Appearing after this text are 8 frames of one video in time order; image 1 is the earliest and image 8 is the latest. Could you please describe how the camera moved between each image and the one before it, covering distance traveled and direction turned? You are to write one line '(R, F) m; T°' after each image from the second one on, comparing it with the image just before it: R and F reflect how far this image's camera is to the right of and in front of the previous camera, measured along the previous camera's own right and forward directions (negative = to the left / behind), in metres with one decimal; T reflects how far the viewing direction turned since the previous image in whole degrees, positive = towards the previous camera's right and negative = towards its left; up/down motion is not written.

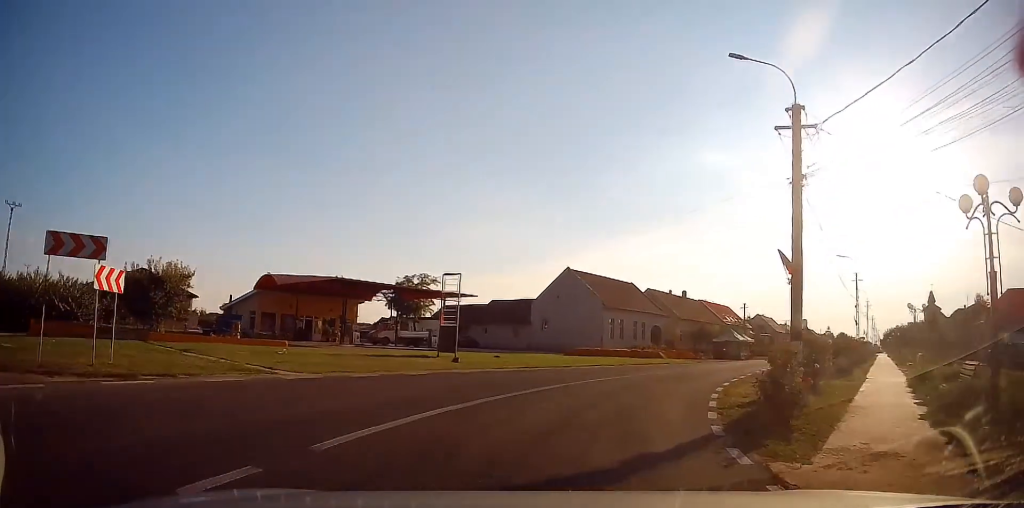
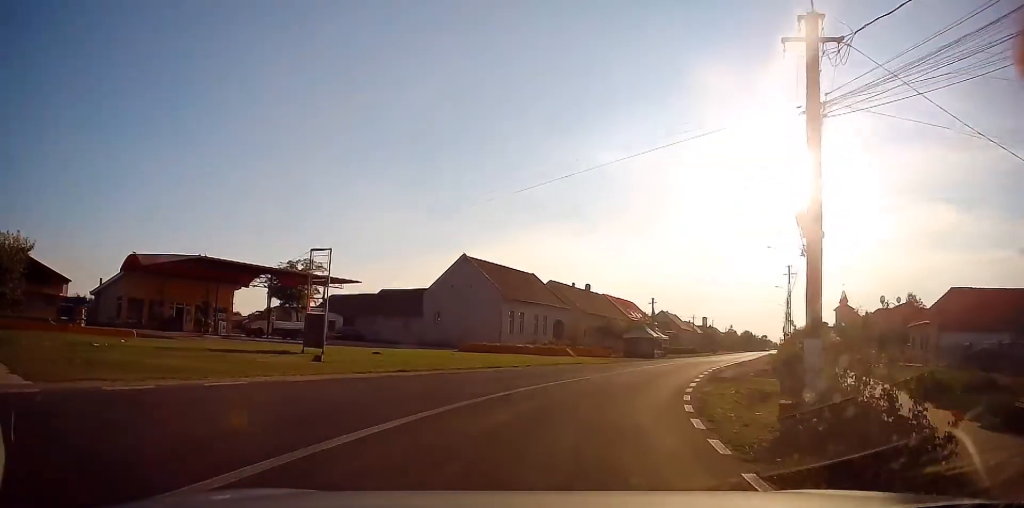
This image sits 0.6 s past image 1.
(+0.8, +5.6) m; +11°
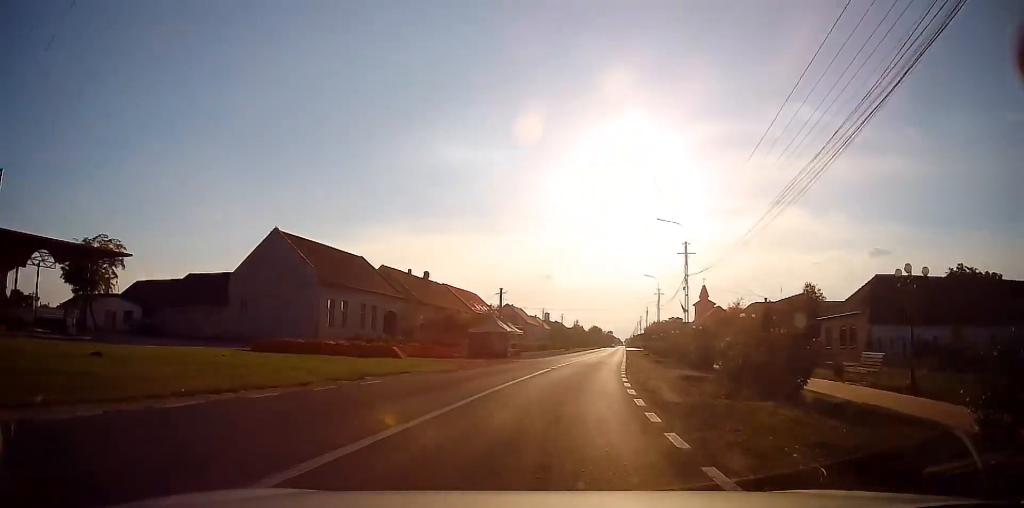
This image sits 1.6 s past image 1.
(+1.6, +10.1) m; +14°
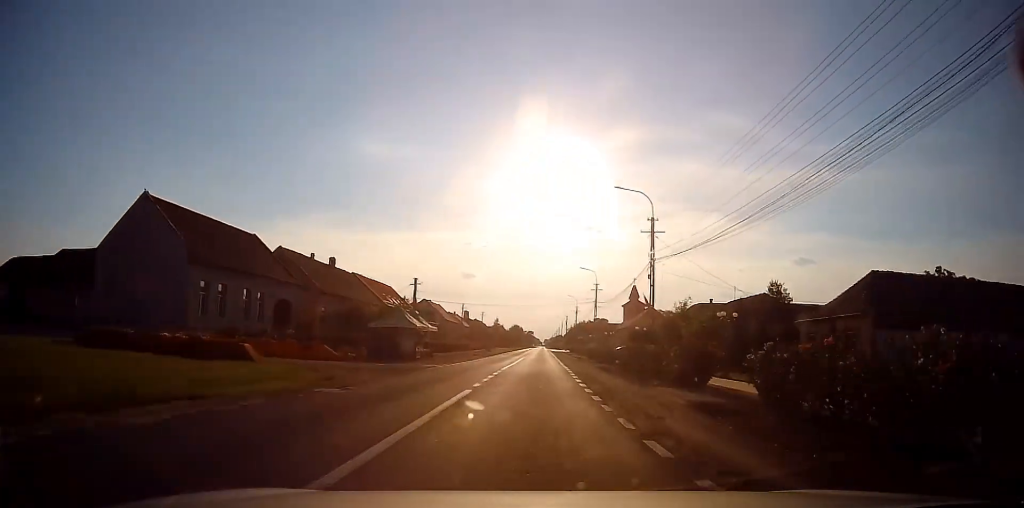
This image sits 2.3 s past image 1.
(+0.7, +8.4) m; +8°
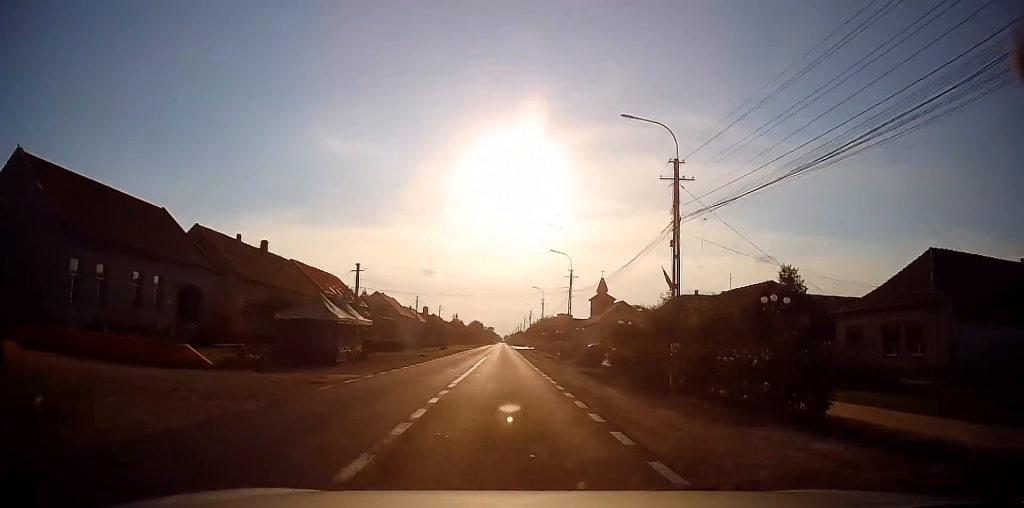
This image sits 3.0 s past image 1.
(+0.4, +8.8) m; +5°
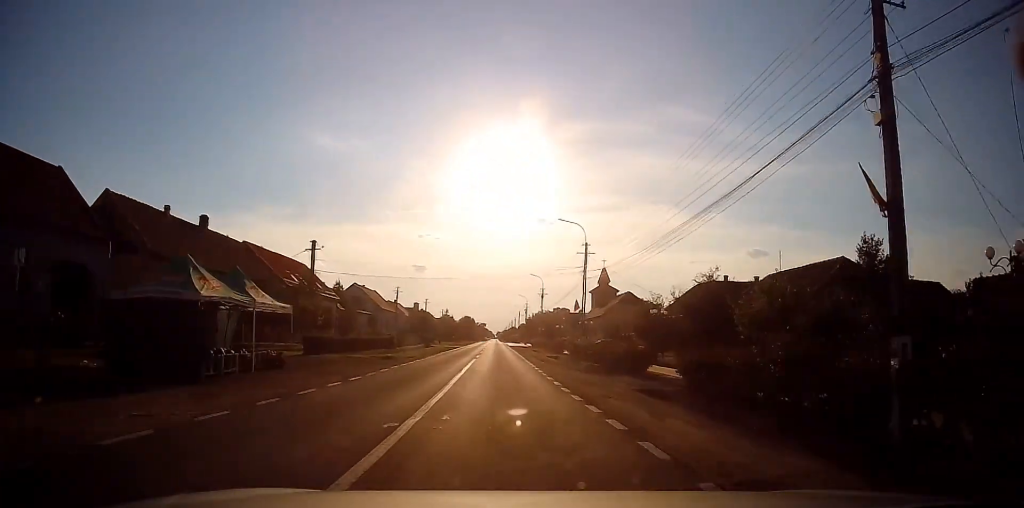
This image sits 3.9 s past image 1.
(+0.6, +10.9) m; +1°
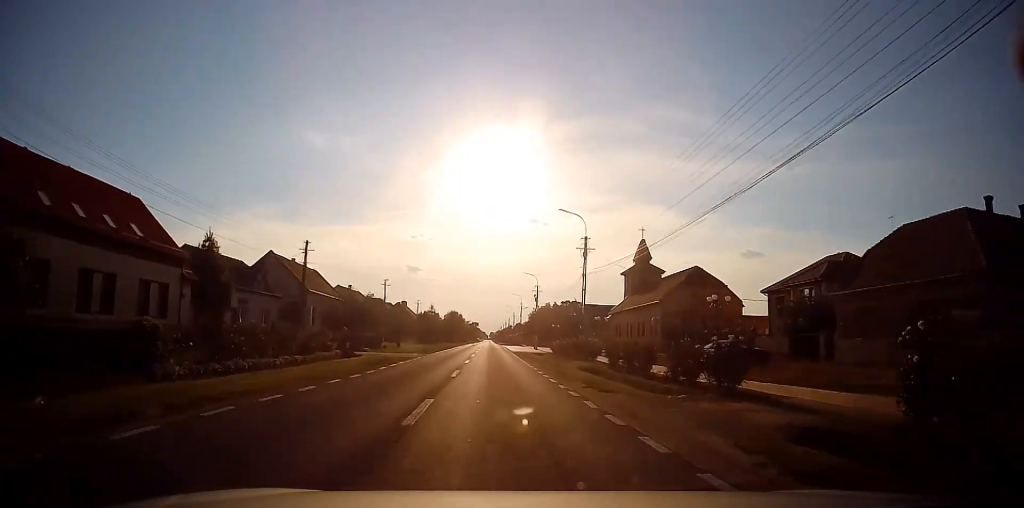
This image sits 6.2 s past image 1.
(+0.5, +35.0) m; +2°
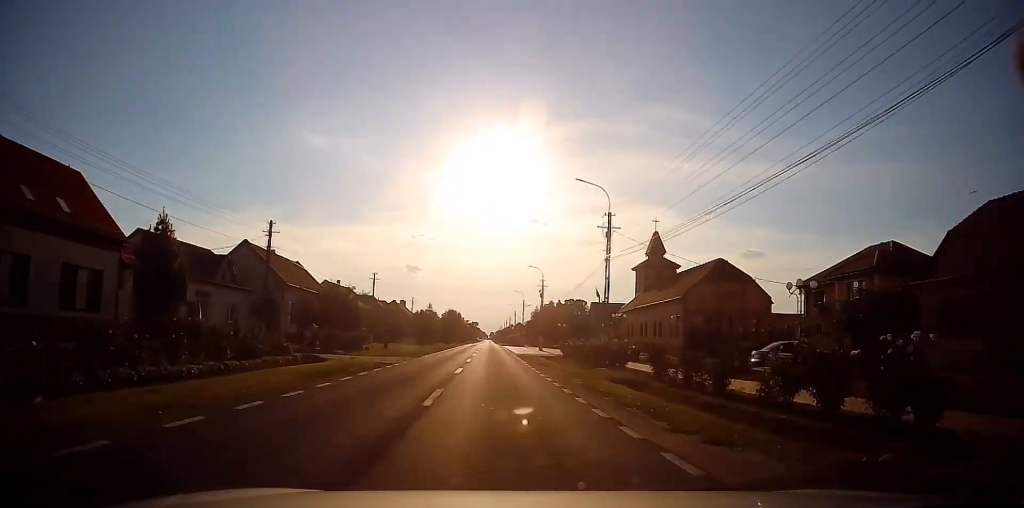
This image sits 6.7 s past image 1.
(-0.2, +7.0) m; 0°
